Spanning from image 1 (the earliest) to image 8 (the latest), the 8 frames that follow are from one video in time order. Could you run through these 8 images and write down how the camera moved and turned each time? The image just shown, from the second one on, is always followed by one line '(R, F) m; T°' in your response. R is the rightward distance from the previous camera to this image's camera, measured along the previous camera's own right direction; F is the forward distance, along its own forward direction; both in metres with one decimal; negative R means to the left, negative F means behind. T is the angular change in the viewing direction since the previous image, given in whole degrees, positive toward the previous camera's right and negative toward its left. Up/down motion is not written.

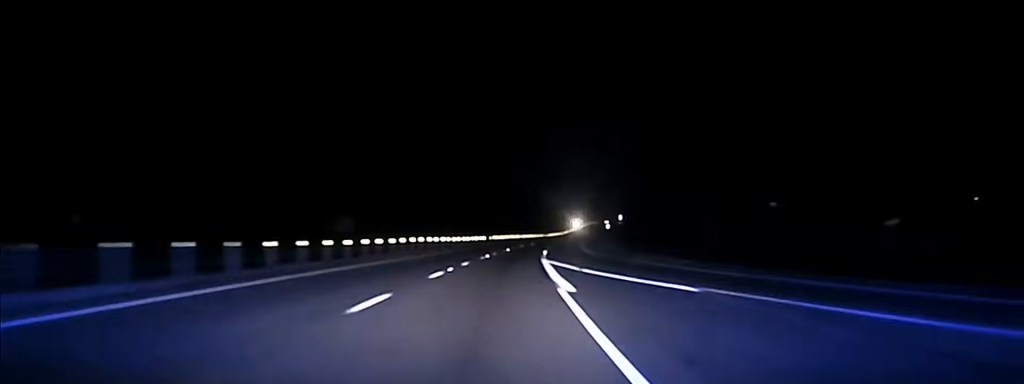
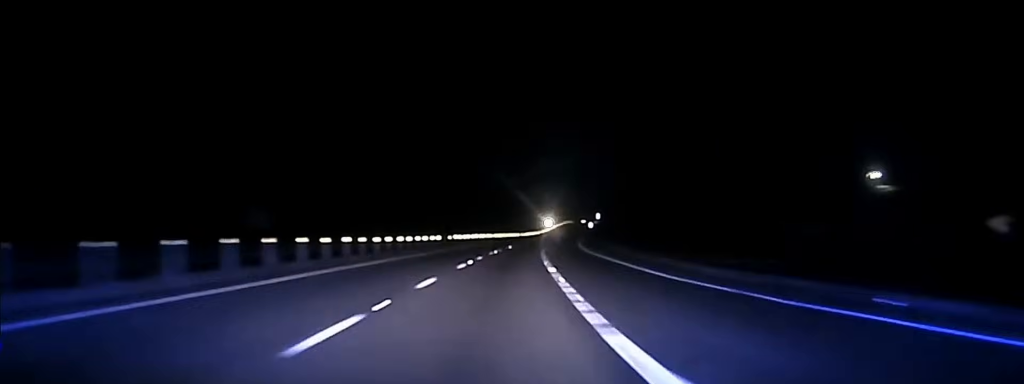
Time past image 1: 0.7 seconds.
(+0.4, +40.6) m; +2°
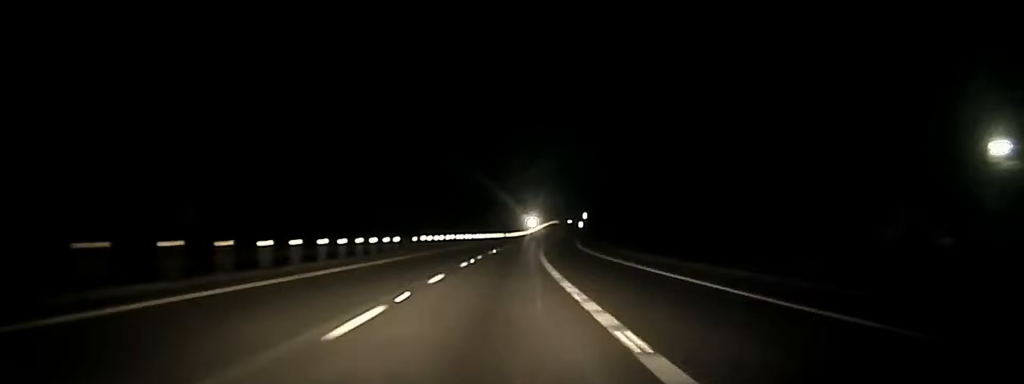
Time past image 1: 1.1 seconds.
(+0.4, +23.9) m; +1°
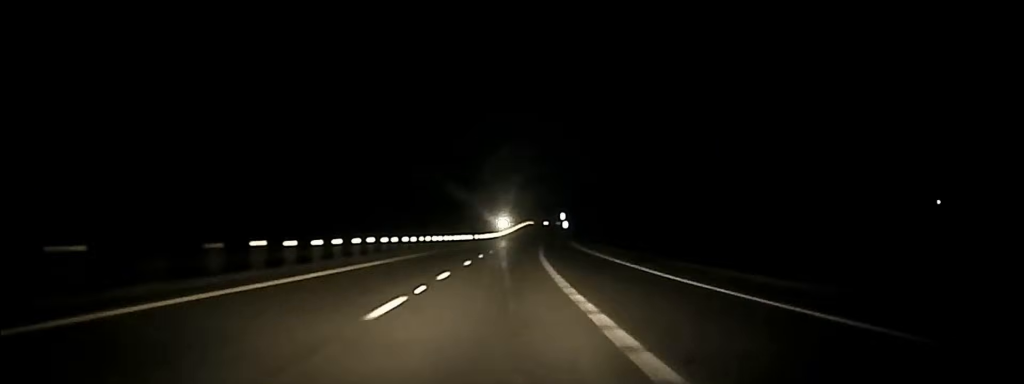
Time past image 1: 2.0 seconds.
(+0.7, +47.1) m; +2°
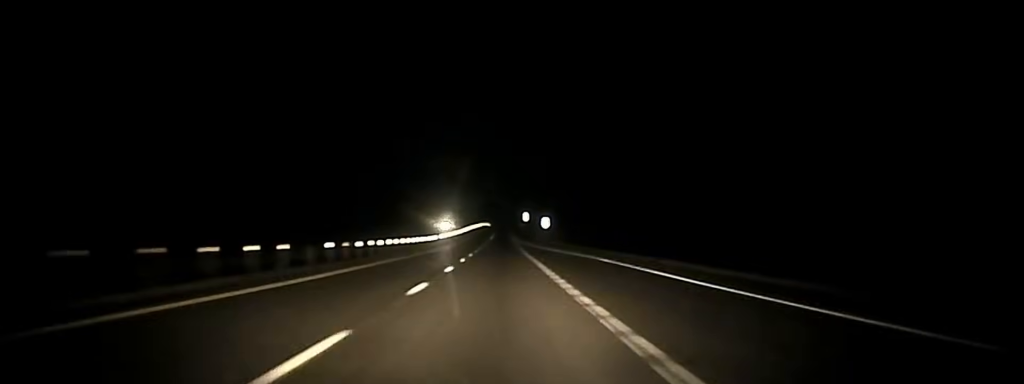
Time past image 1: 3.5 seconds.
(+1.9, +90.6) m; +2°
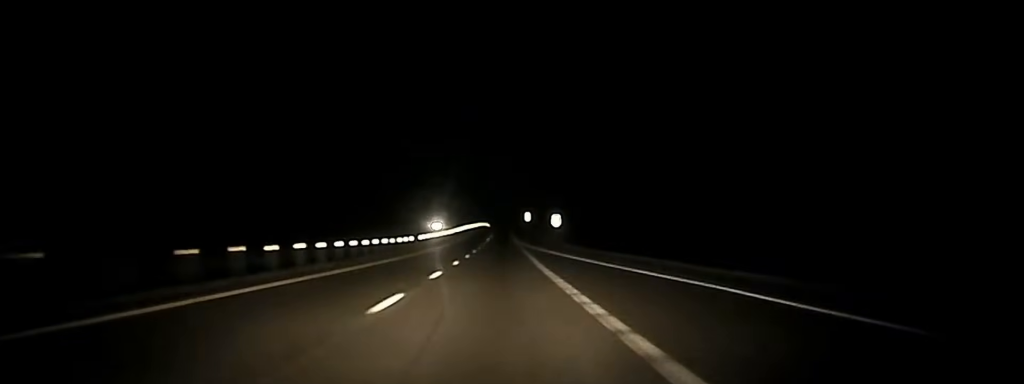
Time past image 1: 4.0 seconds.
(+0.1, +30.5) m; 0°
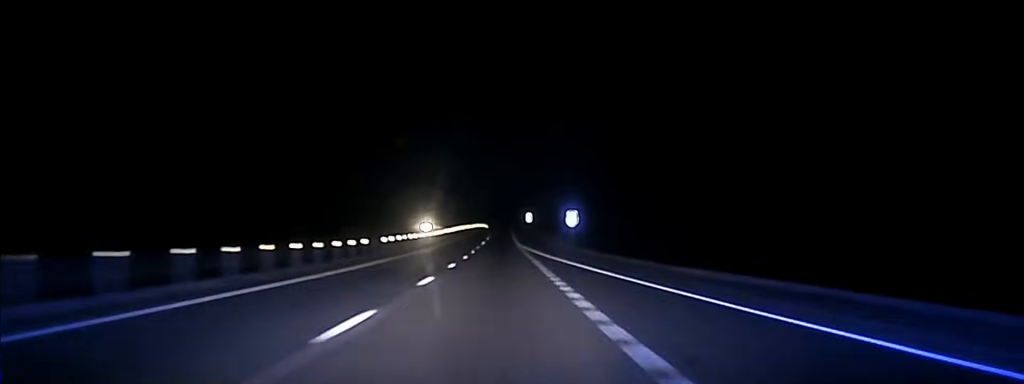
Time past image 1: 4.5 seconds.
(0.0, +28.7) m; 0°
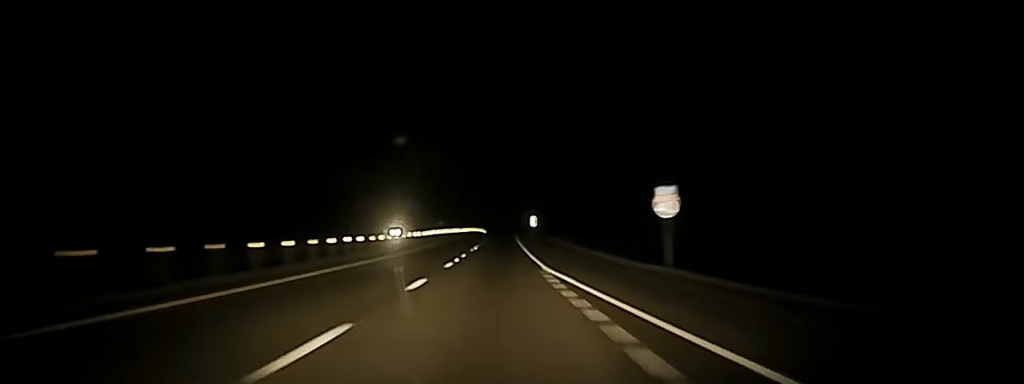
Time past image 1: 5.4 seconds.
(0.0, +52.8) m; 0°
